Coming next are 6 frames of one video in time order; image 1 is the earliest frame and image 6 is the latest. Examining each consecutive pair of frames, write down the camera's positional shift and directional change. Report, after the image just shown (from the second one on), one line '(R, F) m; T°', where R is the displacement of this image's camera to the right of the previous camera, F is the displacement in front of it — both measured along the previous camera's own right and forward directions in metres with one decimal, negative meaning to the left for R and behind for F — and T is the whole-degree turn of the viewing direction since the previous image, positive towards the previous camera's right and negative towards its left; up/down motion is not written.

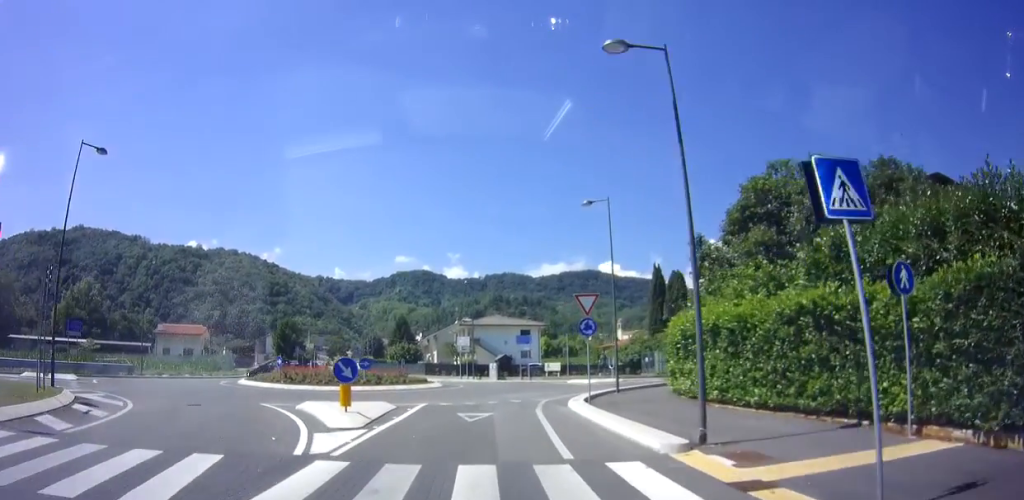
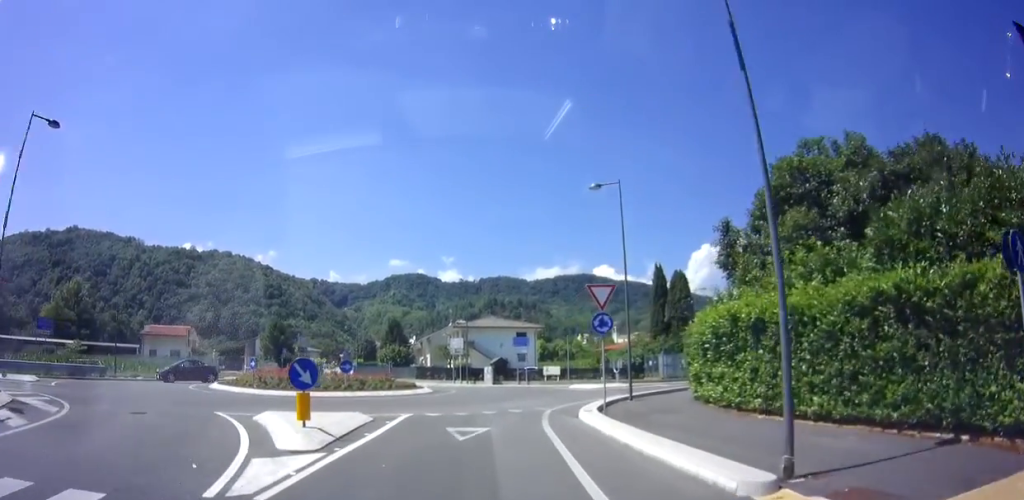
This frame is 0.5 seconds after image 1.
(+0.1, +2.9) m; +1°
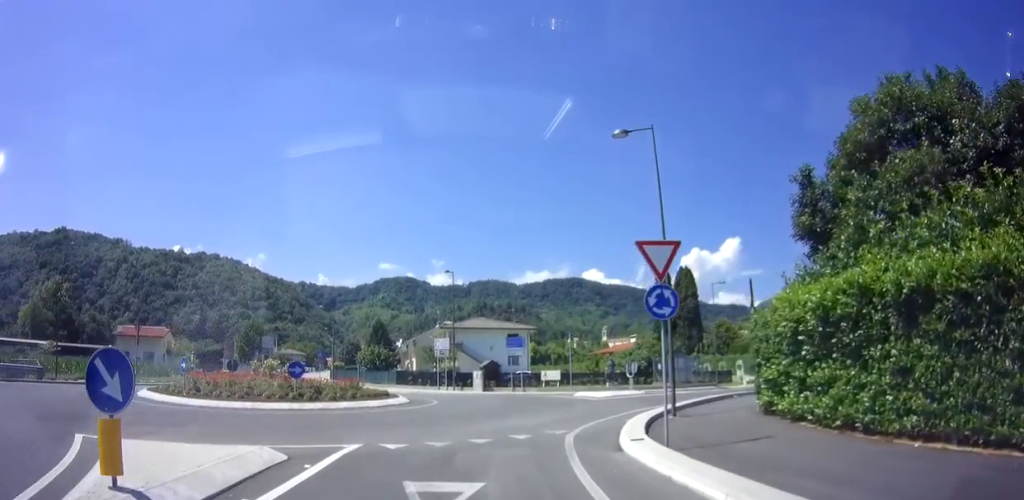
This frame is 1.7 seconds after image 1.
(+0.1, +6.3) m; +1°
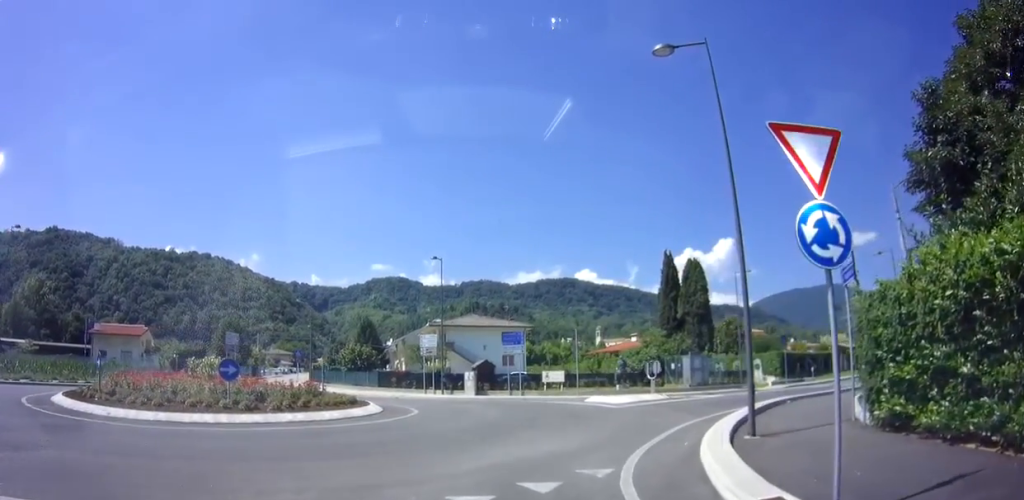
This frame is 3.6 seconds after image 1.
(+0.3, +5.5) m; +6°
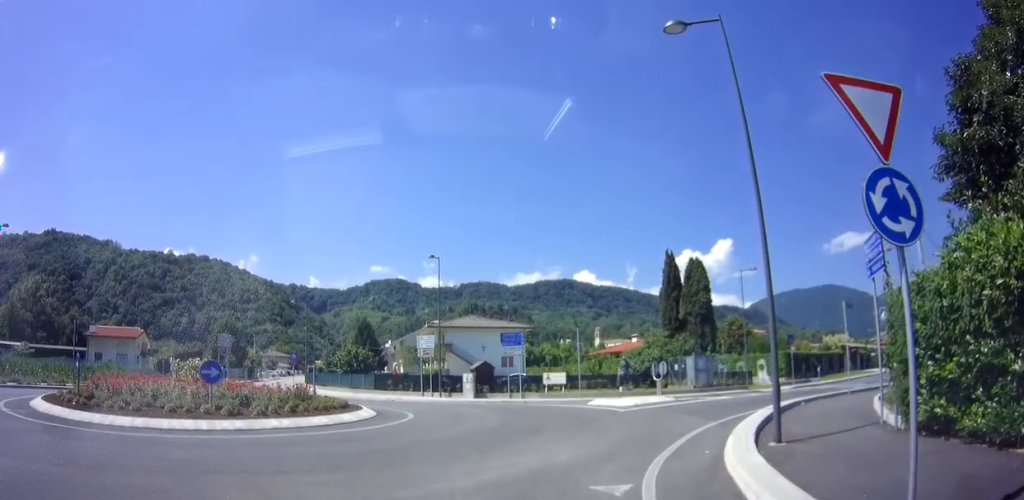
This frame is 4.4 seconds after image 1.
(0.0, +1.4) m; -1°
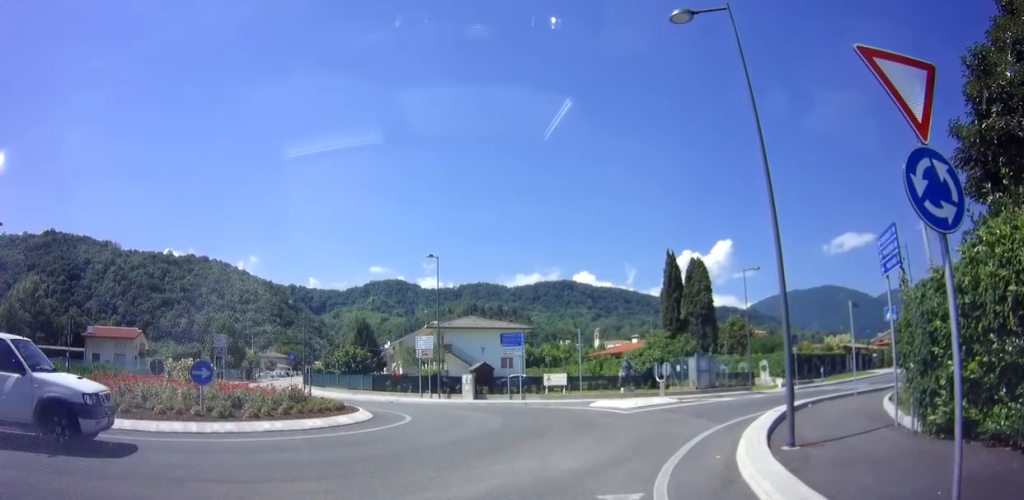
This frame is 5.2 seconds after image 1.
(-0.1, +0.7) m; 0°
